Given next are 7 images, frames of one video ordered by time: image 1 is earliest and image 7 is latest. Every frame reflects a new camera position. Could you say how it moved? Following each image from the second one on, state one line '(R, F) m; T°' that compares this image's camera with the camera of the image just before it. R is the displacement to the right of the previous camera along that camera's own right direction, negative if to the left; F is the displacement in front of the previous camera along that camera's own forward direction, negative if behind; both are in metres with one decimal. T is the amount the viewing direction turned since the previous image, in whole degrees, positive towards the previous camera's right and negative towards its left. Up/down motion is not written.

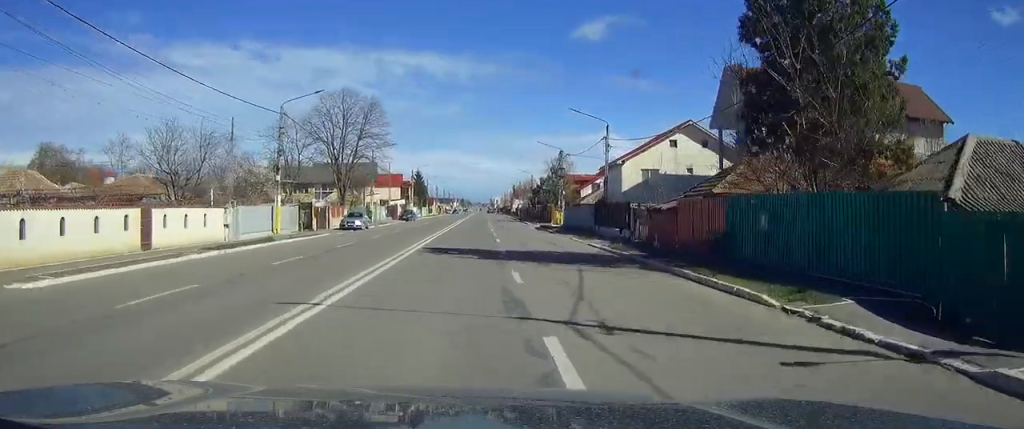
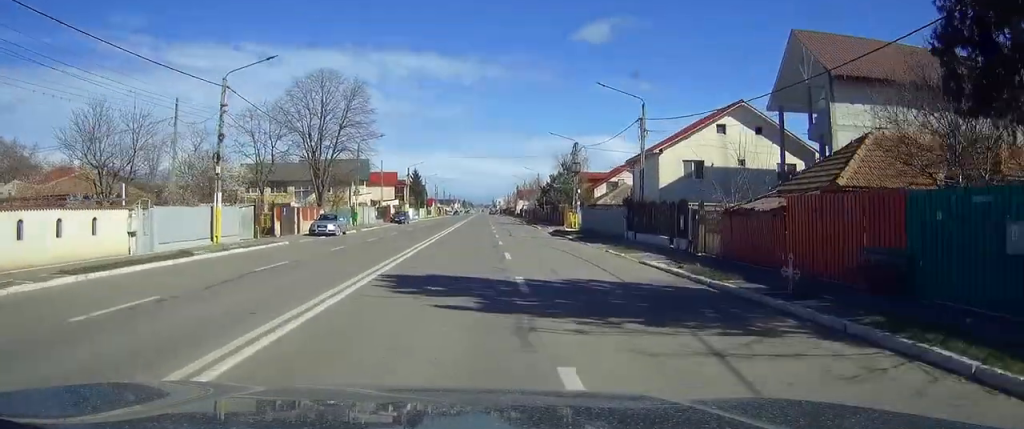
(0.0, +10.6) m; 0°
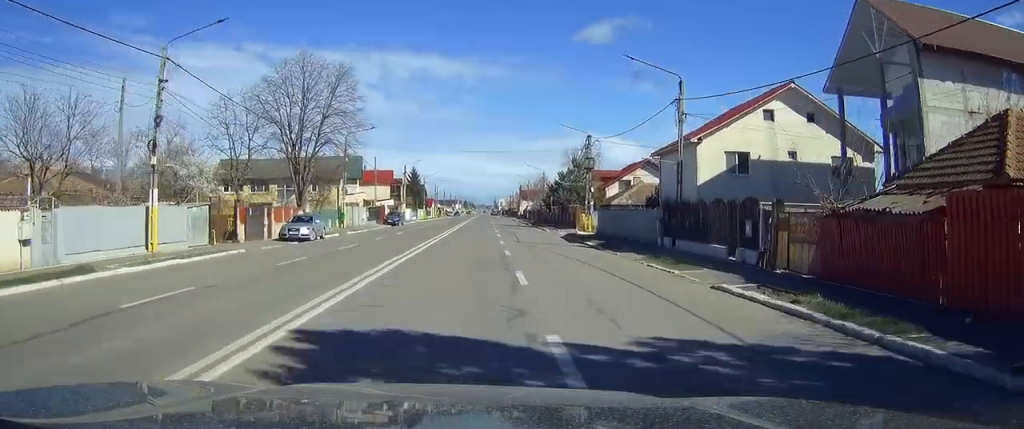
(0.0, +7.2) m; 0°
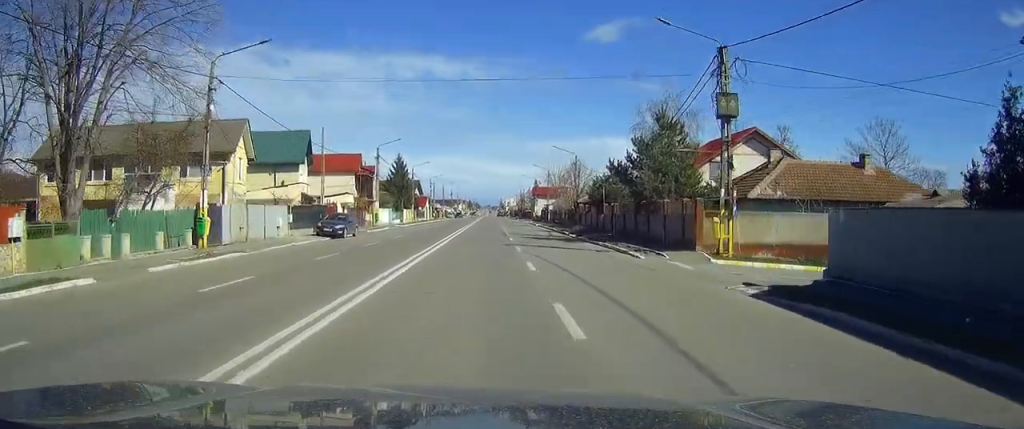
(-0.2, +32.4) m; -1°
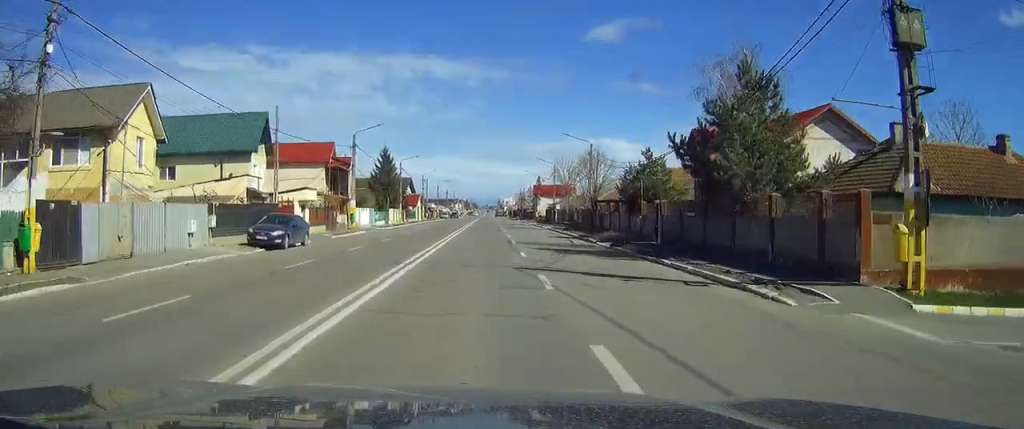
(0.0, +12.6) m; 0°
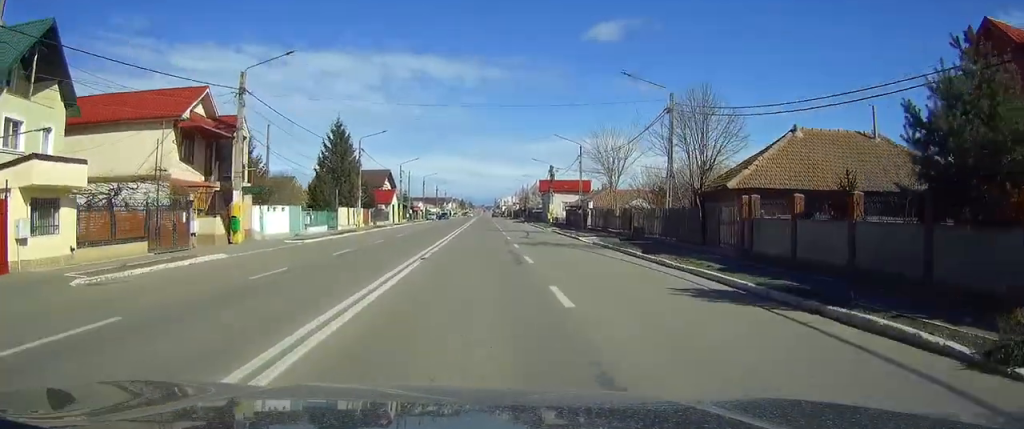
(+0.1, +29.4) m; 0°
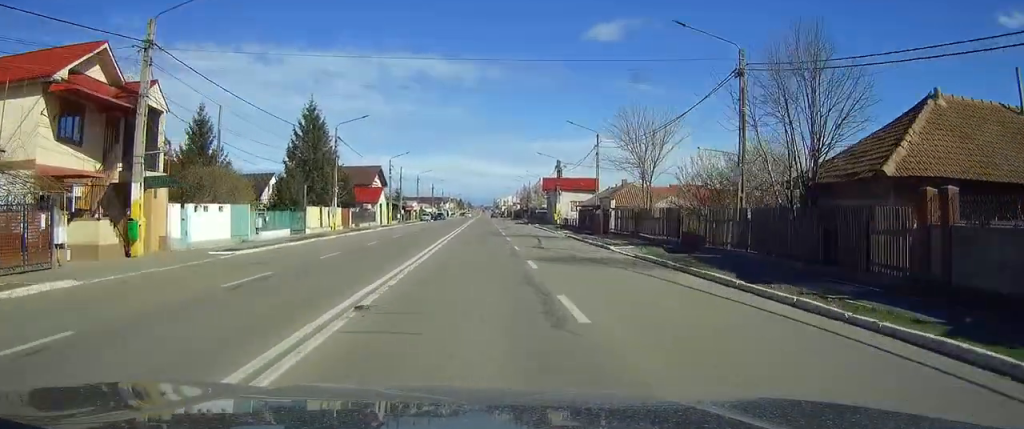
(-0.1, +10.6) m; 0°
